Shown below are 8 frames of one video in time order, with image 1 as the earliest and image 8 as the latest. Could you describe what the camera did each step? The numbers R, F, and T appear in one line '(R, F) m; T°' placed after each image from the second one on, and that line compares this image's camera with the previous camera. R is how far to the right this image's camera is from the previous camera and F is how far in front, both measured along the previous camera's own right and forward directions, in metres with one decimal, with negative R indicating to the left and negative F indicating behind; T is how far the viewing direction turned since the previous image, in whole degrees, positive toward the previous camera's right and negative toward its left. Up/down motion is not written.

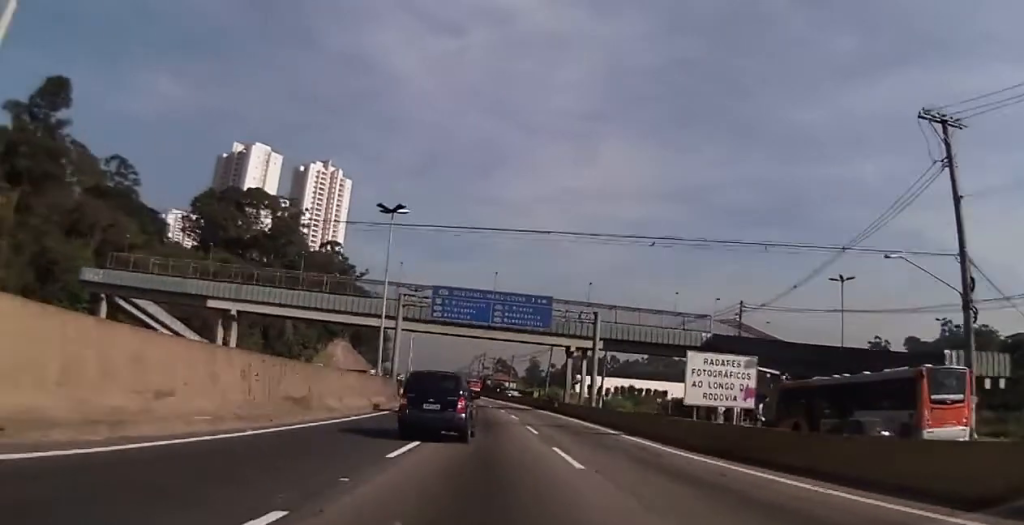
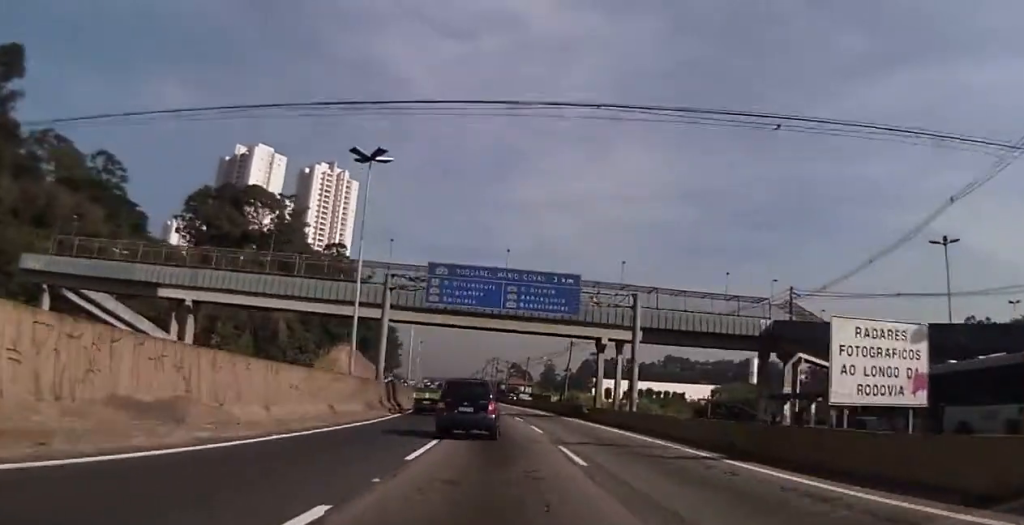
(0.0, +11.6) m; -1°
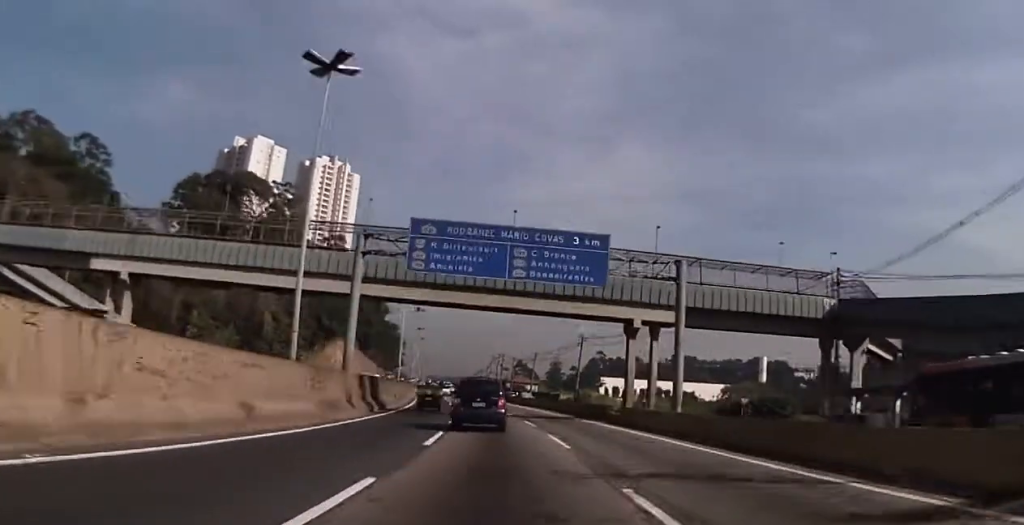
(0.0, +9.9) m; -1°
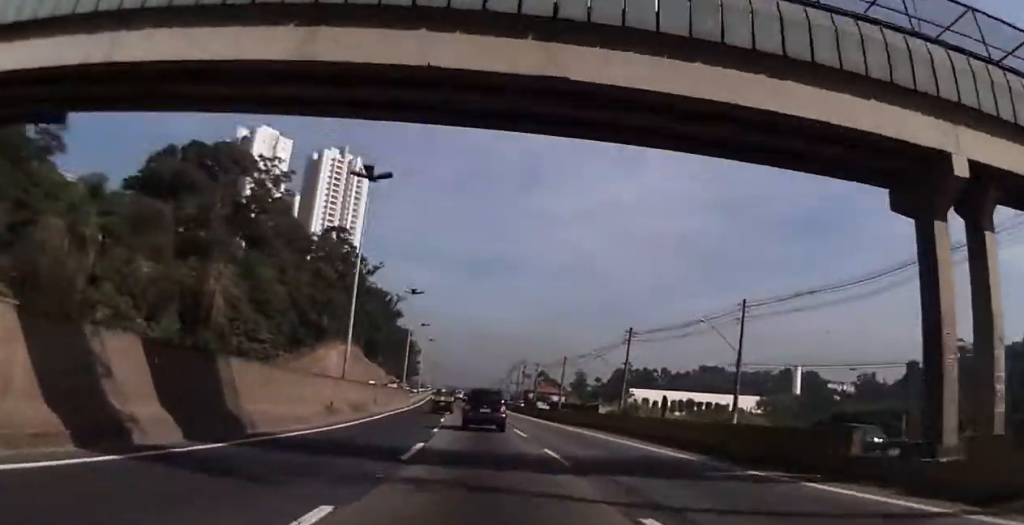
(-0.8, +27.2) m; -3°
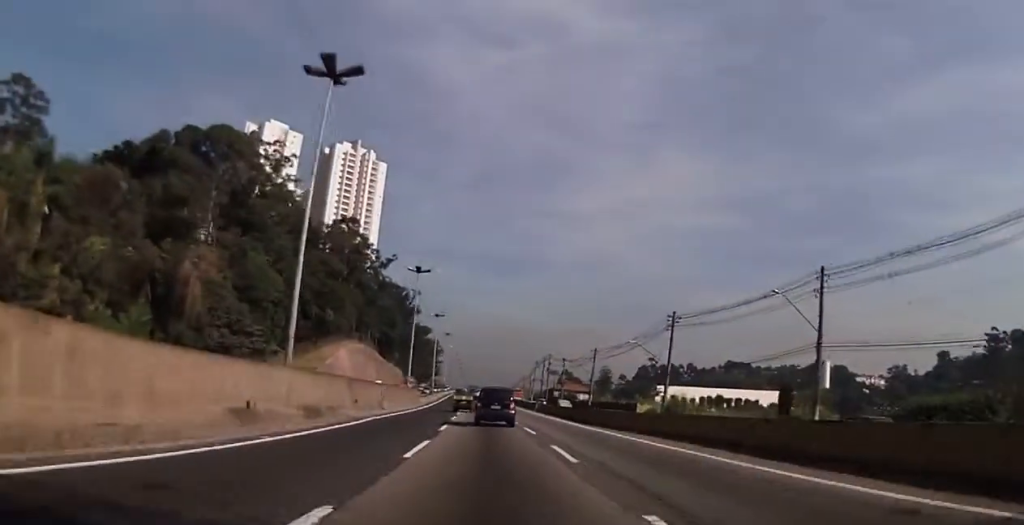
(-0.1, +12.9) m; -1°
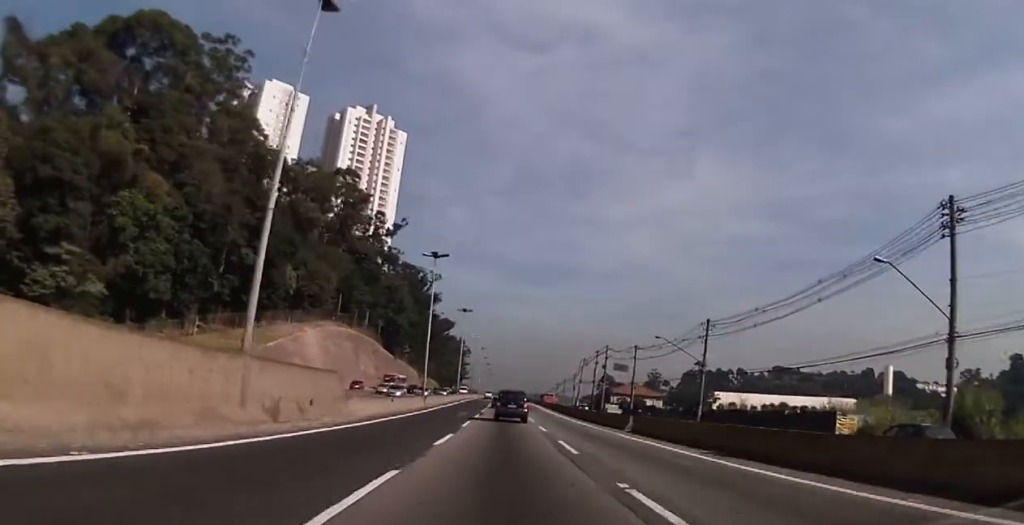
(-1.6, +52.0) m; -2°
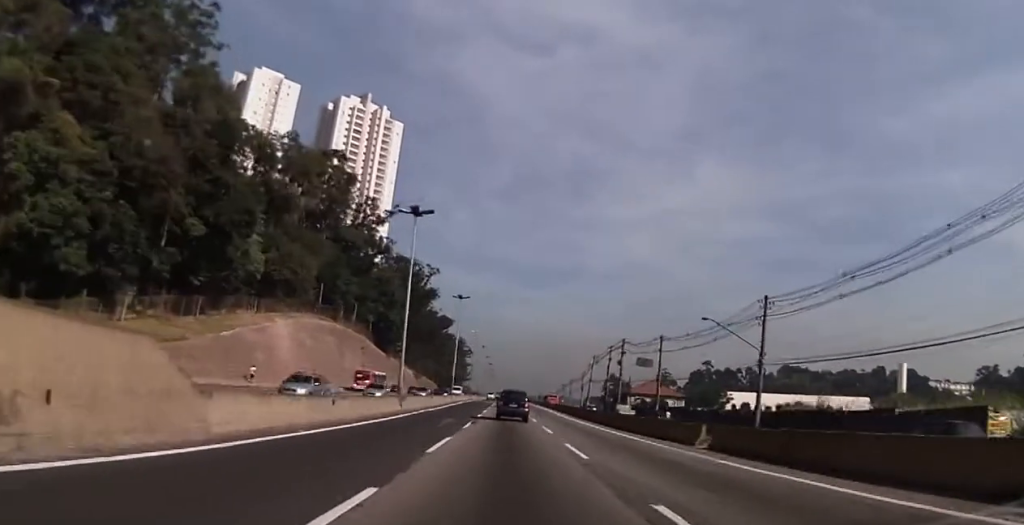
(+0.1, +16.3) m; 0°
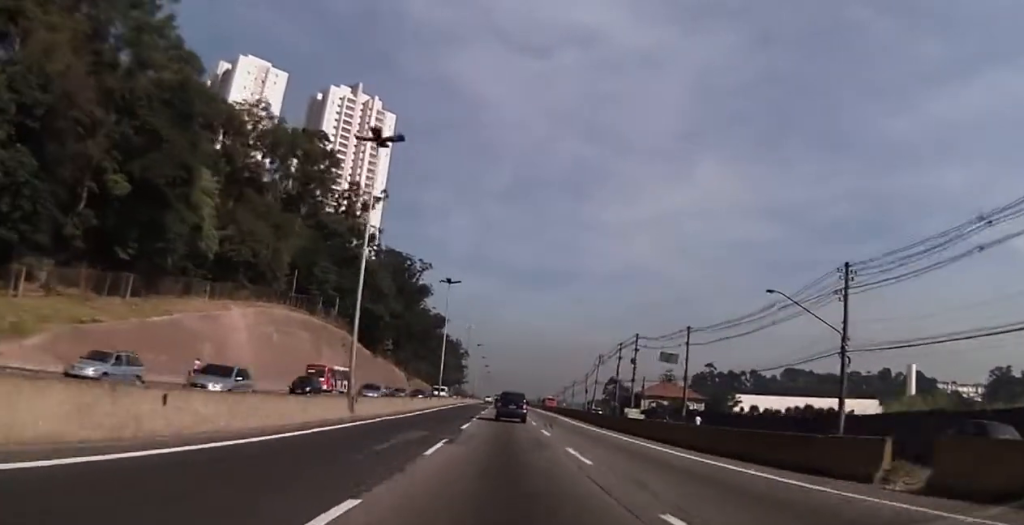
(0.0, +14.4) m; -1°
